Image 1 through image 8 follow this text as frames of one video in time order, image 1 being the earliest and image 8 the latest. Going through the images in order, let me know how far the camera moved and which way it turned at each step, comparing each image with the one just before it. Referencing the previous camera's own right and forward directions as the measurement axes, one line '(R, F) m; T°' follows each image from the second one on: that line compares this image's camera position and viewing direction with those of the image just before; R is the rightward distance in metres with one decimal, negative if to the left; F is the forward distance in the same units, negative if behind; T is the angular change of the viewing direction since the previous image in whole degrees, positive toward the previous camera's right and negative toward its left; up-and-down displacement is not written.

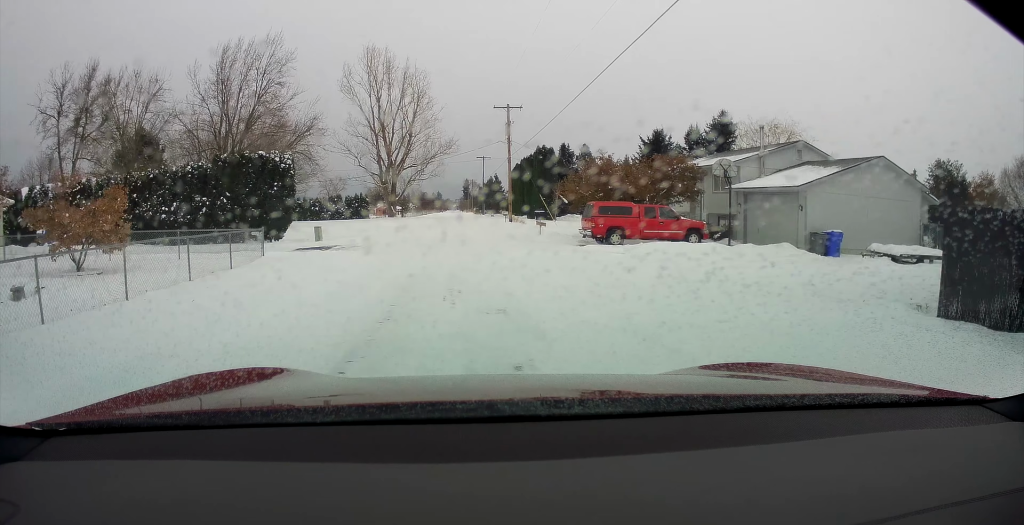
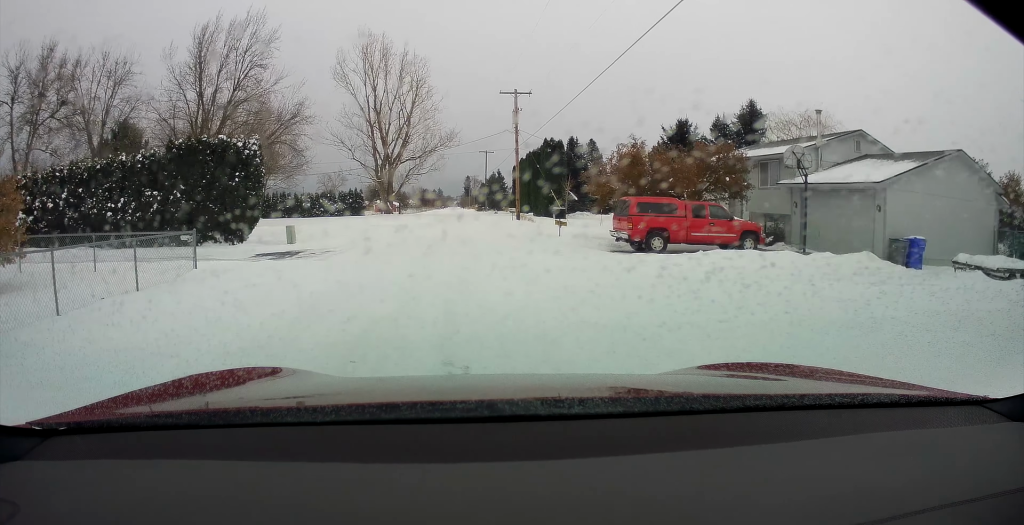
(+0.1, +5.3) m; +1°
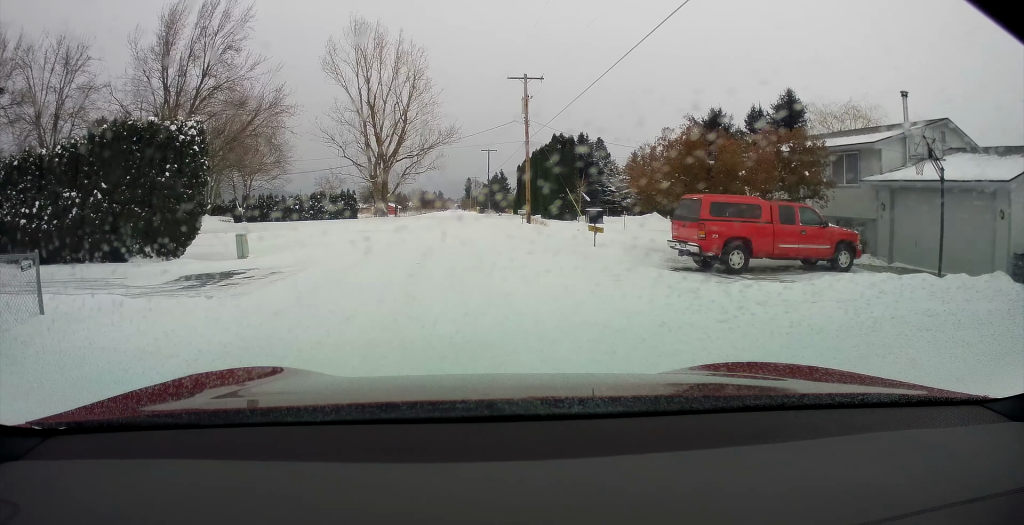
(0.0, +5.8) m; 0°
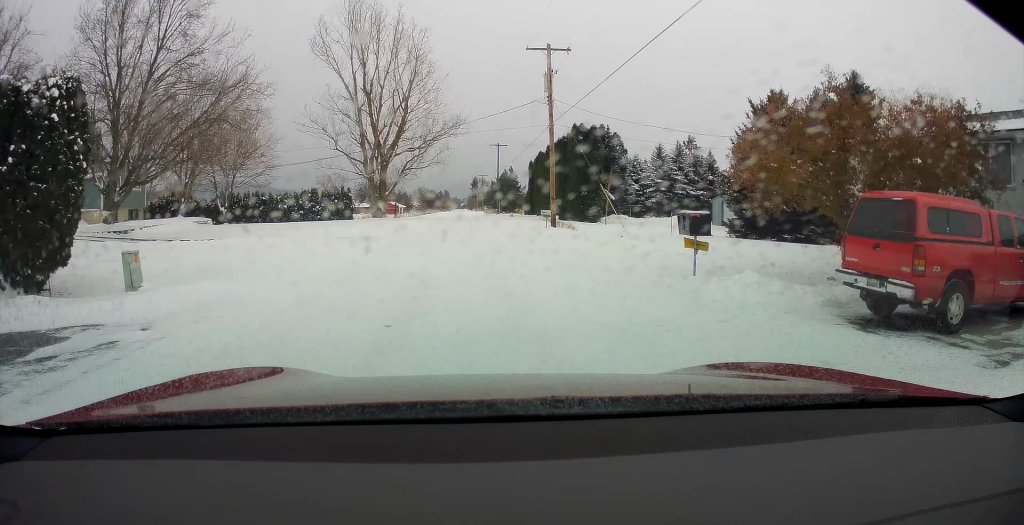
(0.0, +7.5) m; 0°
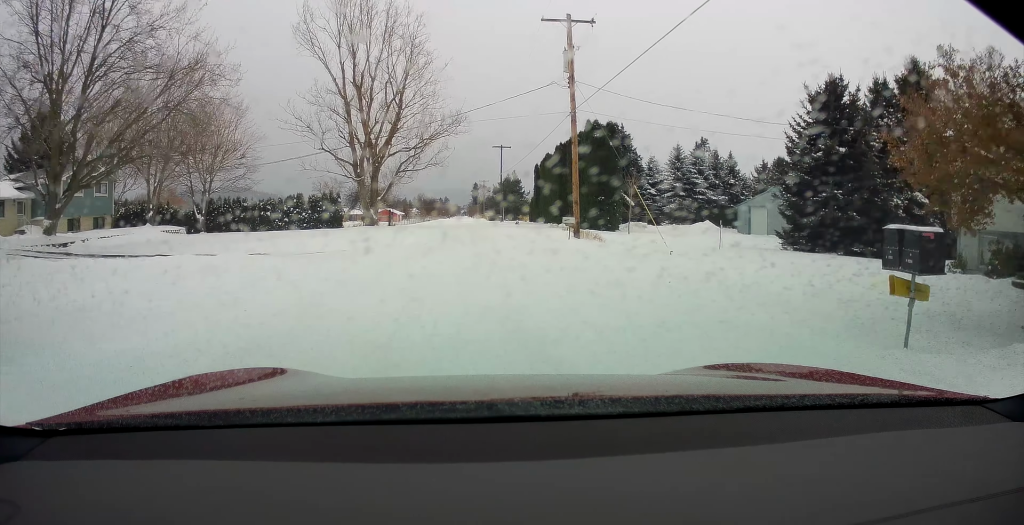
(0.0, +6.1) m; 0°
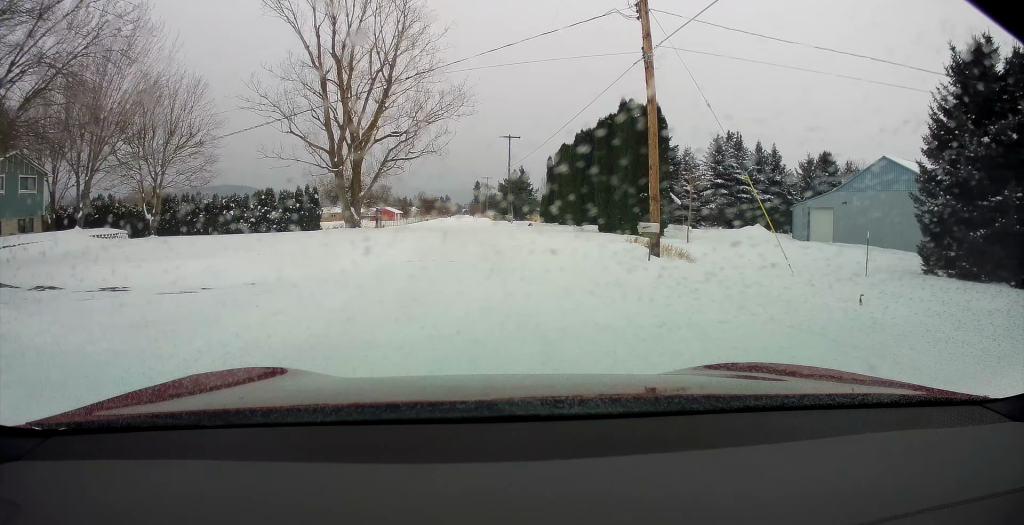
(0.0, +10.1) m; 0°
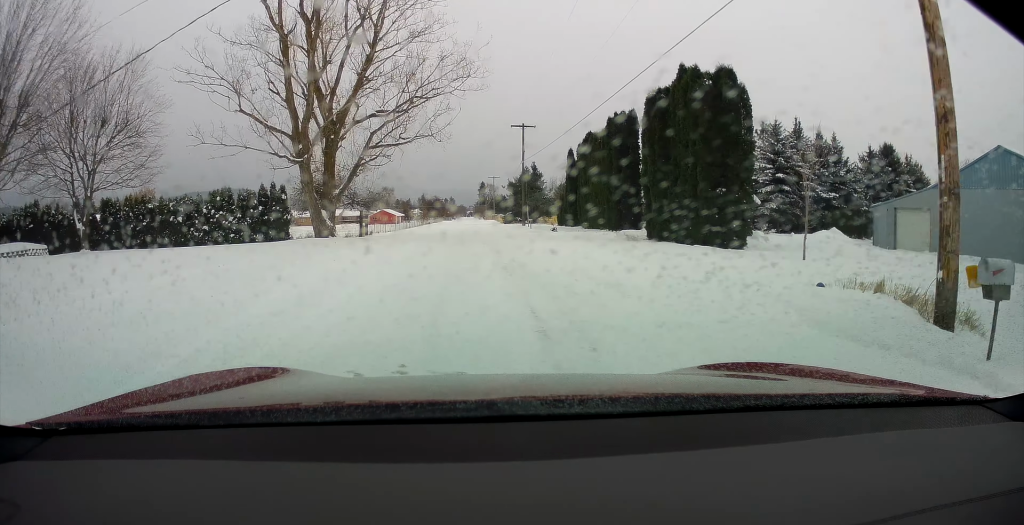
(0.0, +10.8) m; 0°
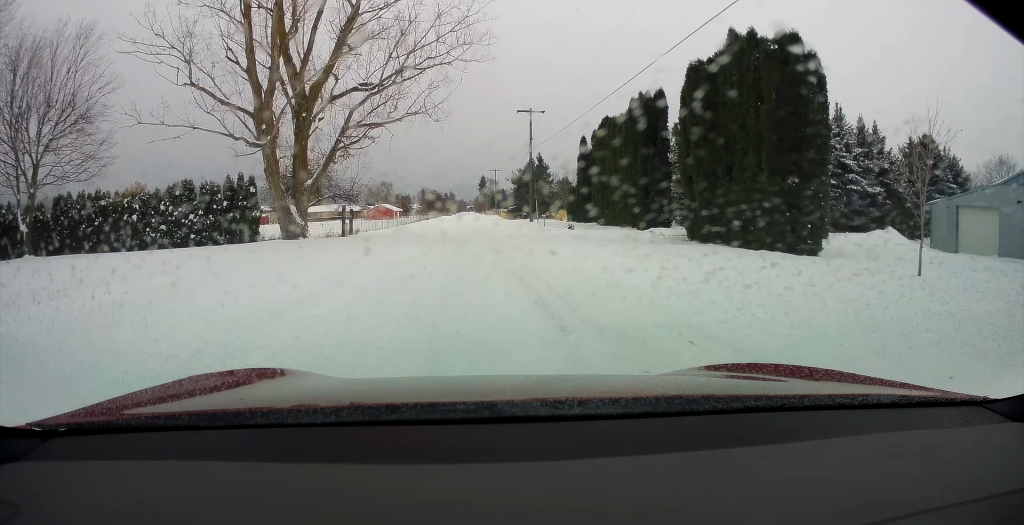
(0.0, +6.2) m; 0°
